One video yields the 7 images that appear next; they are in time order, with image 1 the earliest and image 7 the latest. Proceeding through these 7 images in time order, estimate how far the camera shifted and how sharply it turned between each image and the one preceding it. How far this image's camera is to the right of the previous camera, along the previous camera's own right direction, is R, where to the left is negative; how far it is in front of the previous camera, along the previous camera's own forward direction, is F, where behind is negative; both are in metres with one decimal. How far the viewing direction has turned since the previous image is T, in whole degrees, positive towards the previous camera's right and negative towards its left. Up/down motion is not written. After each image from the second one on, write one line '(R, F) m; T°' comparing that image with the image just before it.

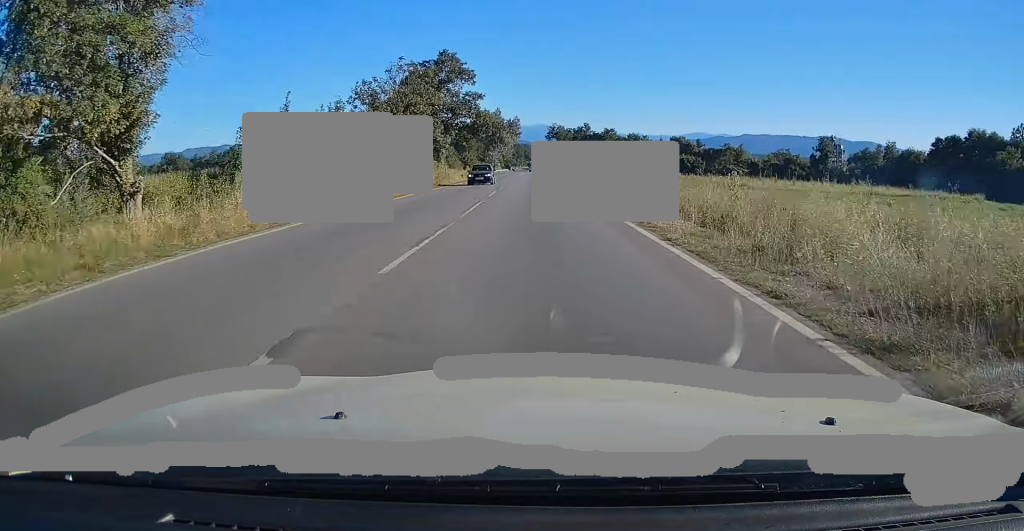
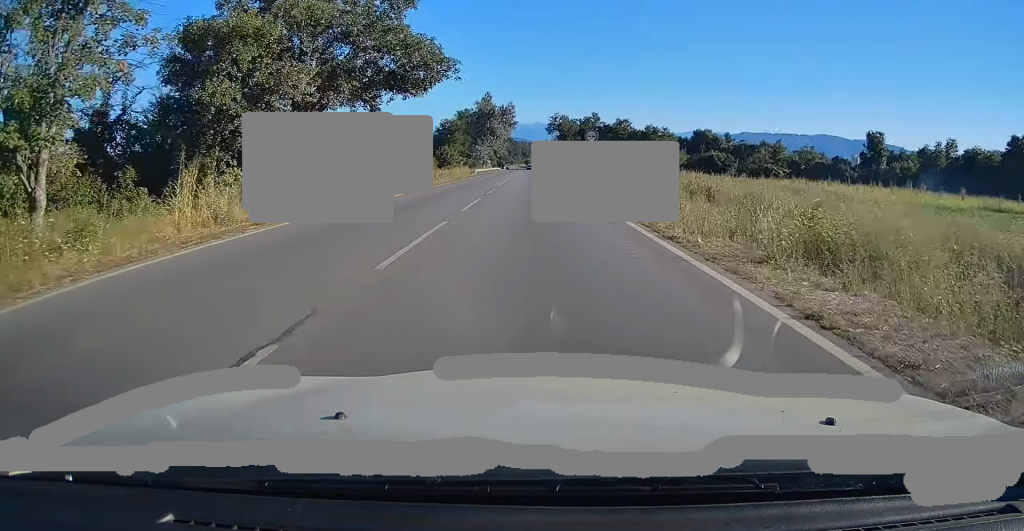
(+0.1, +36.6) m; 0°
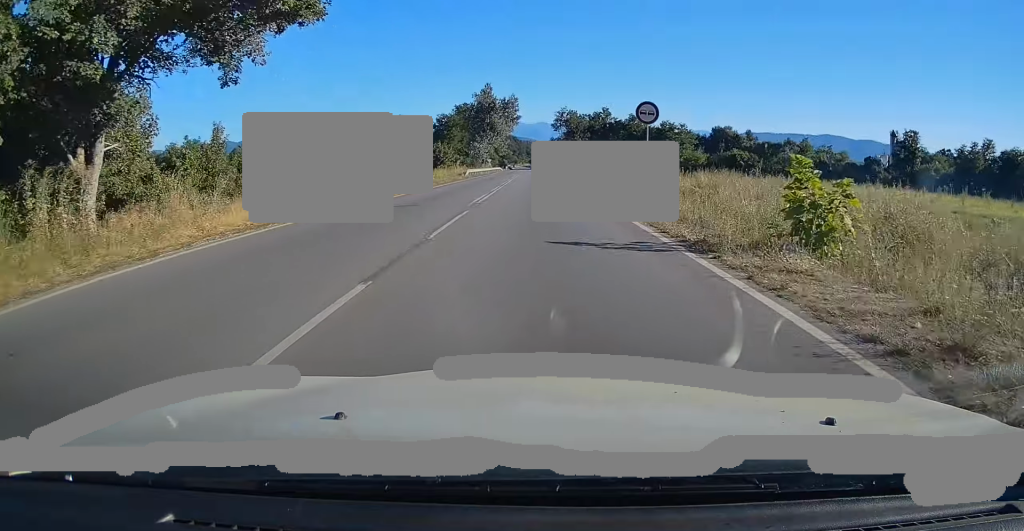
(-0.1, +15.7) m; 0°
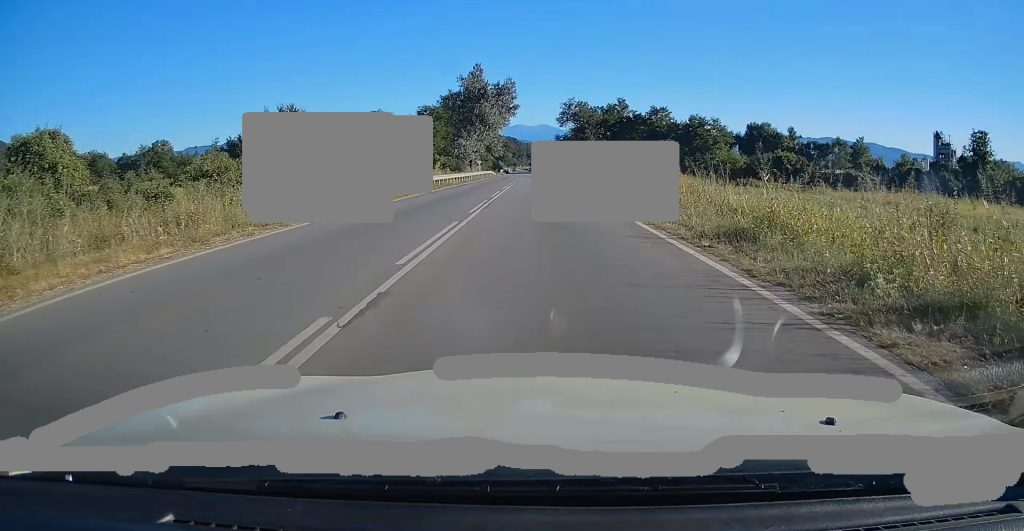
(+0.2, +29.1) m; +1°
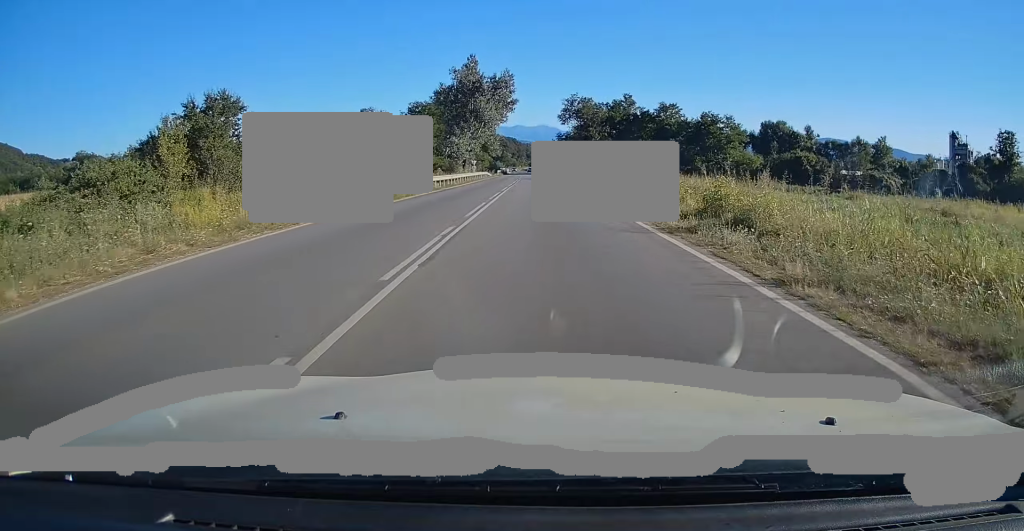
(0.0, +9.7) m; 0°
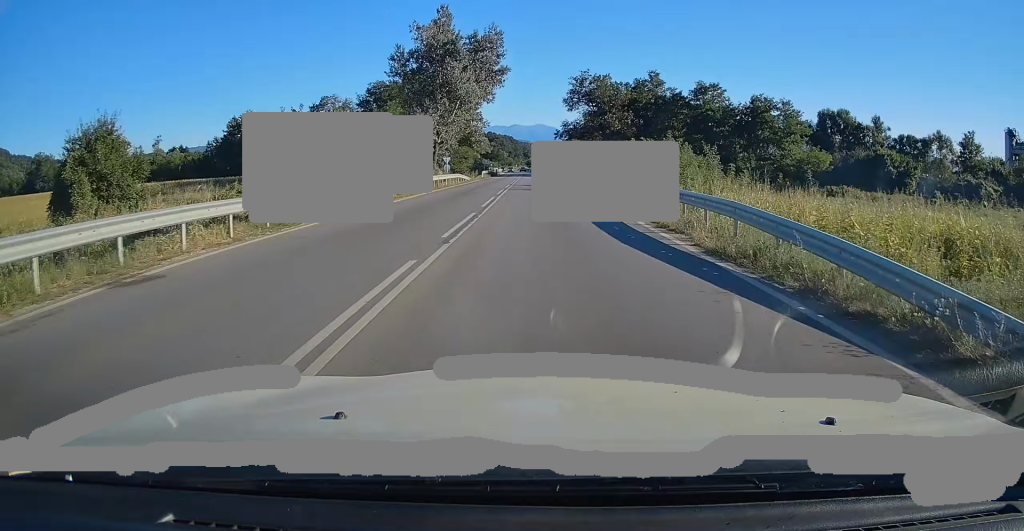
(-0.1, +30.4) m; 0°
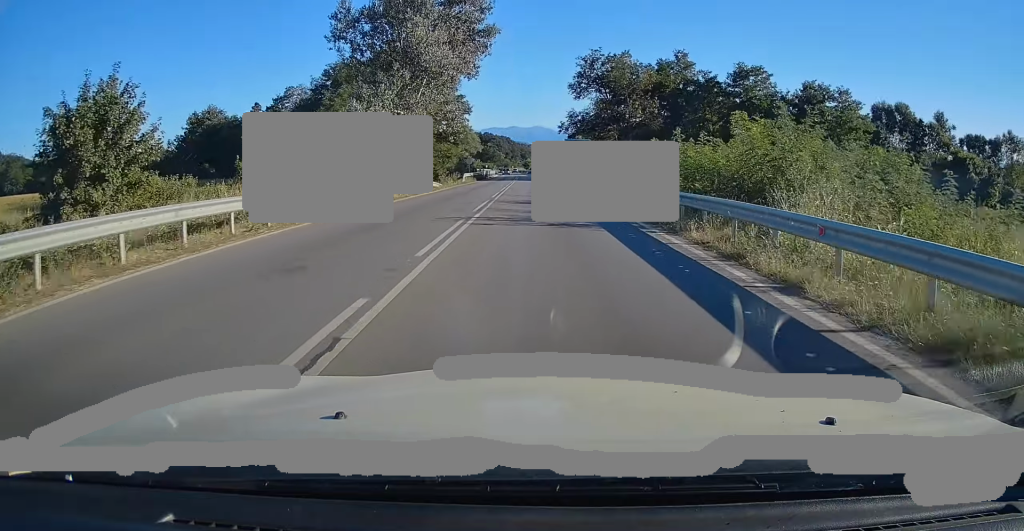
(0.0, +19.6) m; 0°
